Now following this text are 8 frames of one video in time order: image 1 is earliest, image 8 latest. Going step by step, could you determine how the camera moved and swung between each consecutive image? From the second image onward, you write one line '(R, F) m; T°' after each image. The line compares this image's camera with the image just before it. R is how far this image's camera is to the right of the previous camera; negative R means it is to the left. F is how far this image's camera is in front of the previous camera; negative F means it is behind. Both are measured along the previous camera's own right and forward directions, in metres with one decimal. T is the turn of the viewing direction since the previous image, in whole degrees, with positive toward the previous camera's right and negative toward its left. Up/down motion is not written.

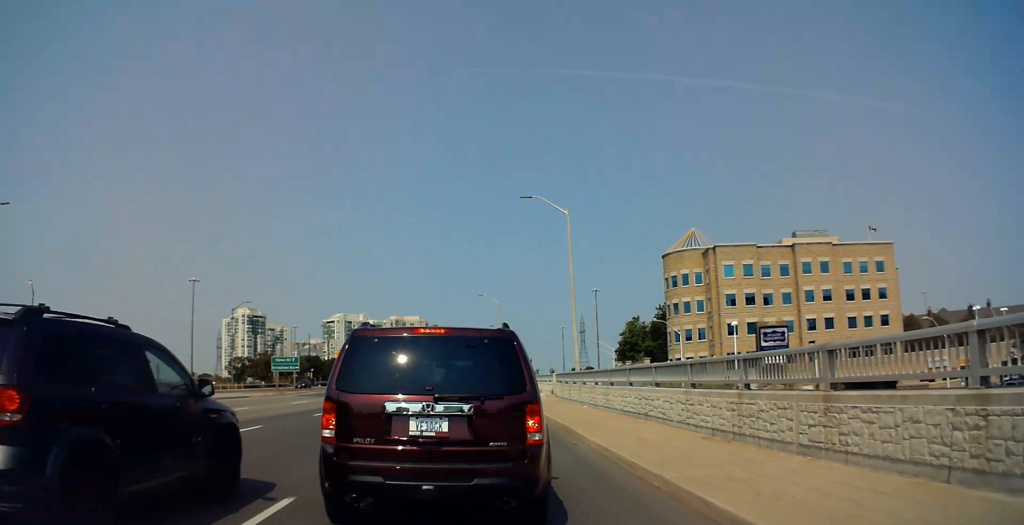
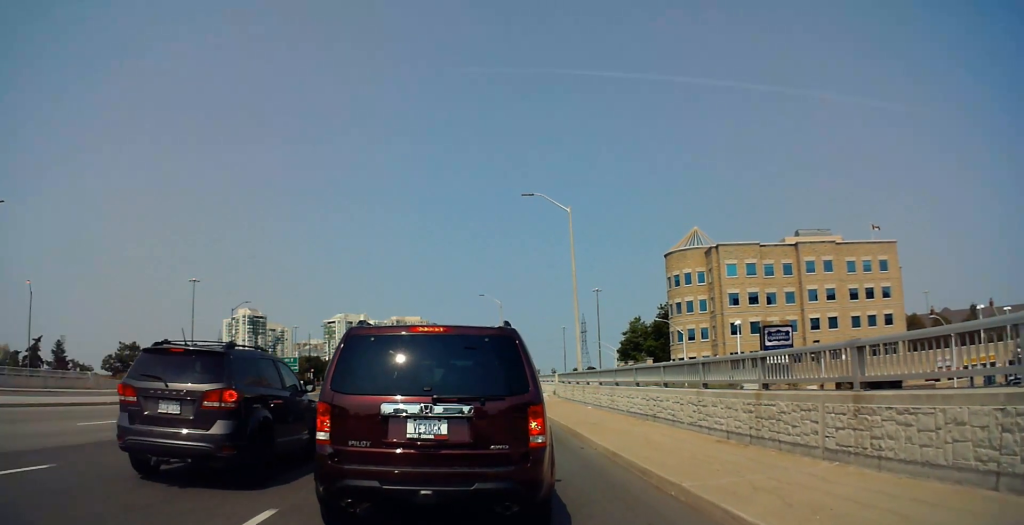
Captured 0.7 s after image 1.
(0.0, +0.9) m; 0°
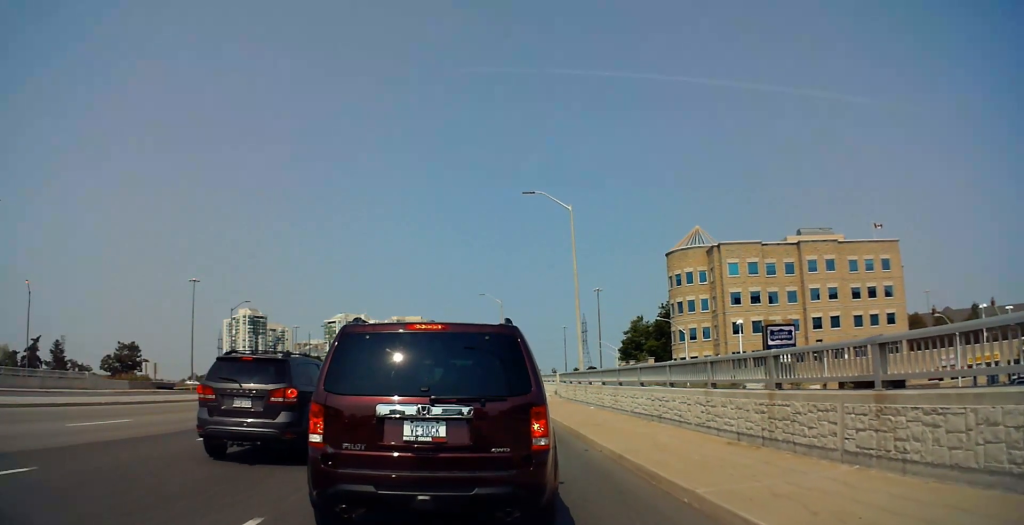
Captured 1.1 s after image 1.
(0.0, +0.5) m; 0°
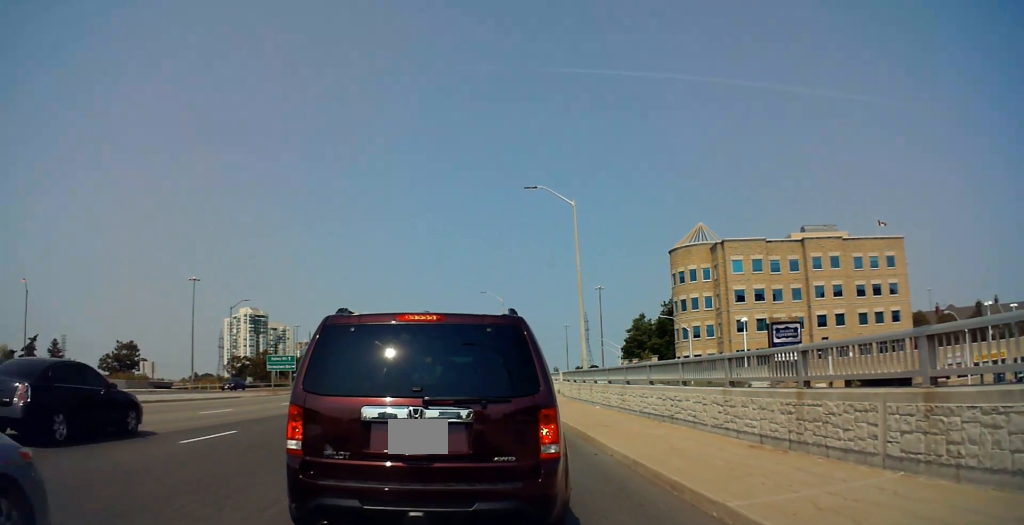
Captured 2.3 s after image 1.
(0.0, +1.1) m; 0°
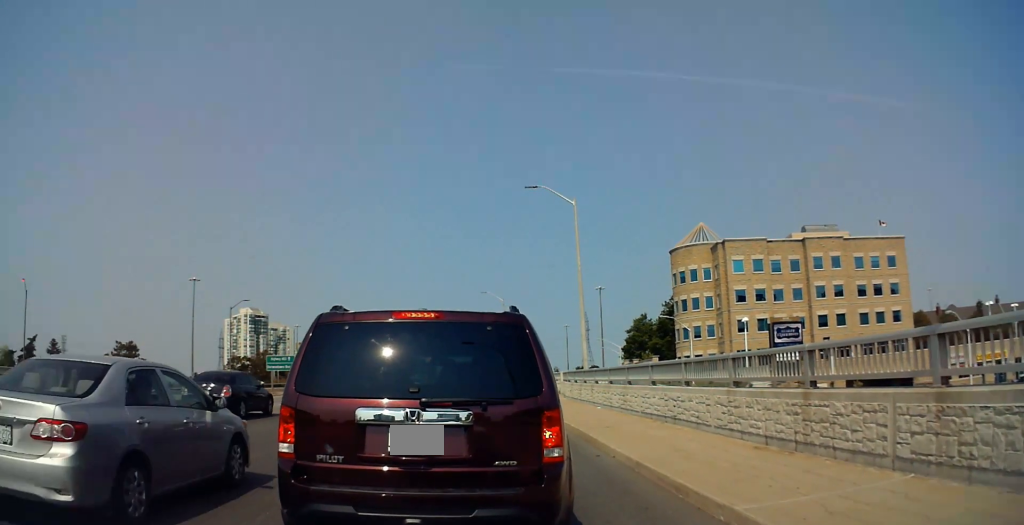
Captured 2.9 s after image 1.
(0.0, +0.5) m; 0°
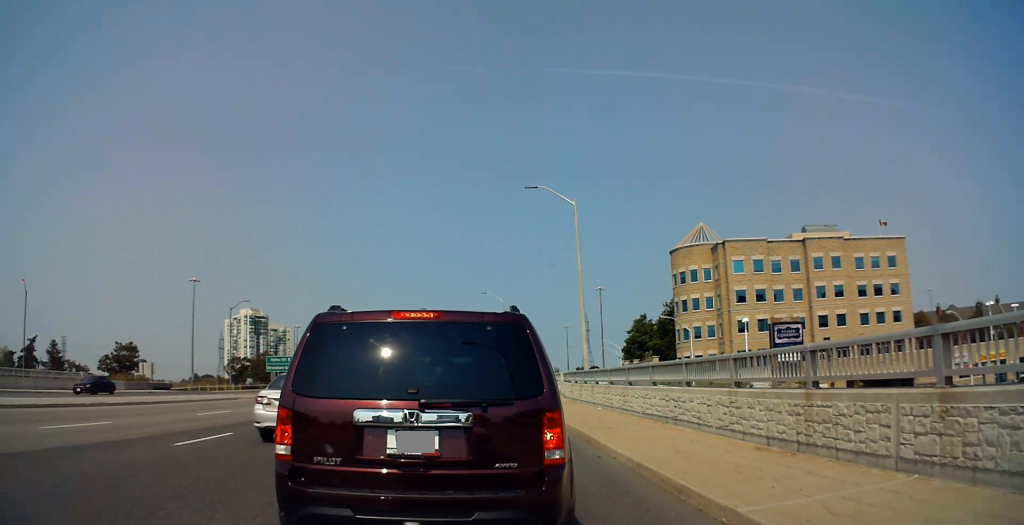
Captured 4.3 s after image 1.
(0.0, +0.6) m; 0°
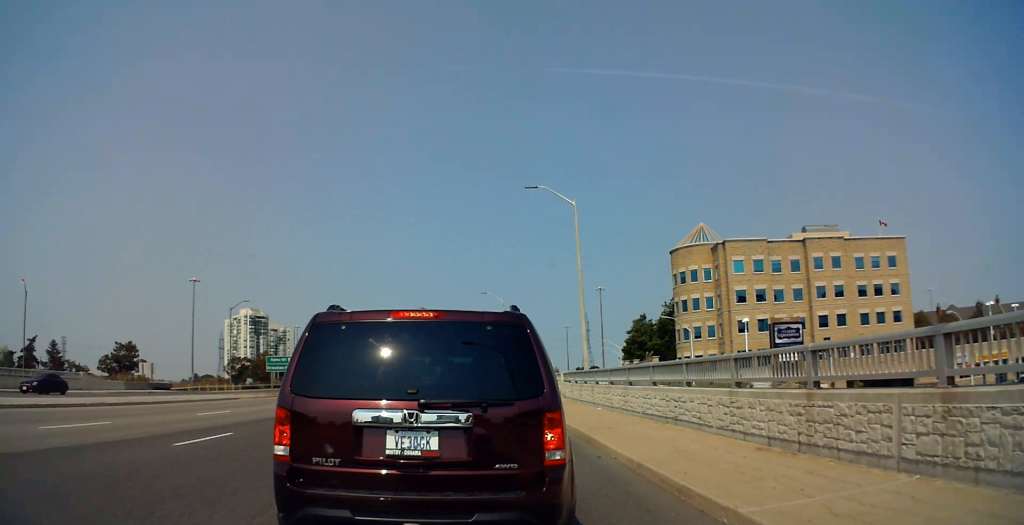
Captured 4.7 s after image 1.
(0.0, +0.1) m; 0°
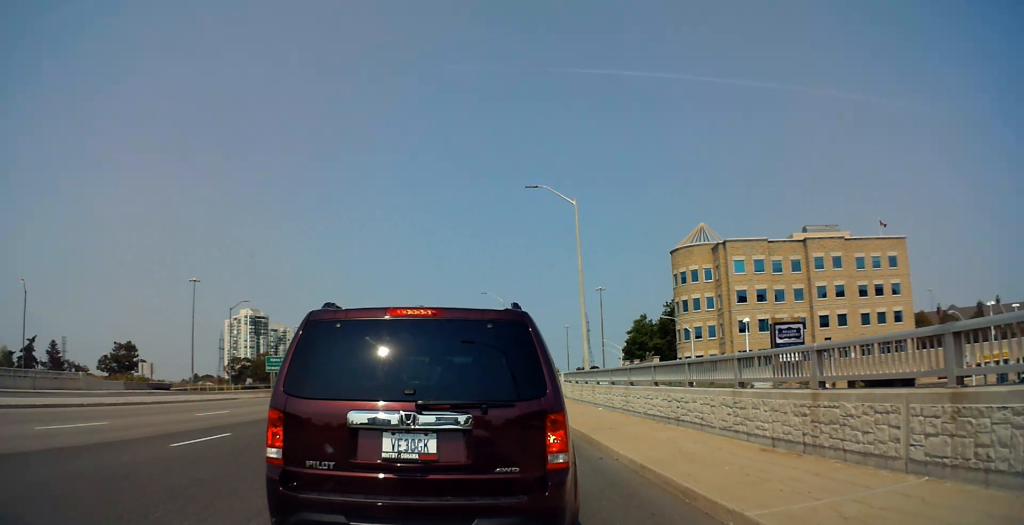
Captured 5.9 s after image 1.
(0.0, +0.1) m; 0°
